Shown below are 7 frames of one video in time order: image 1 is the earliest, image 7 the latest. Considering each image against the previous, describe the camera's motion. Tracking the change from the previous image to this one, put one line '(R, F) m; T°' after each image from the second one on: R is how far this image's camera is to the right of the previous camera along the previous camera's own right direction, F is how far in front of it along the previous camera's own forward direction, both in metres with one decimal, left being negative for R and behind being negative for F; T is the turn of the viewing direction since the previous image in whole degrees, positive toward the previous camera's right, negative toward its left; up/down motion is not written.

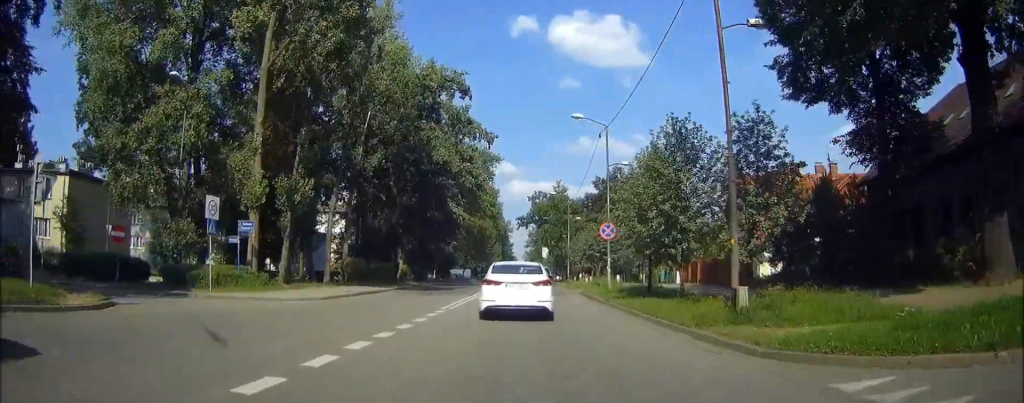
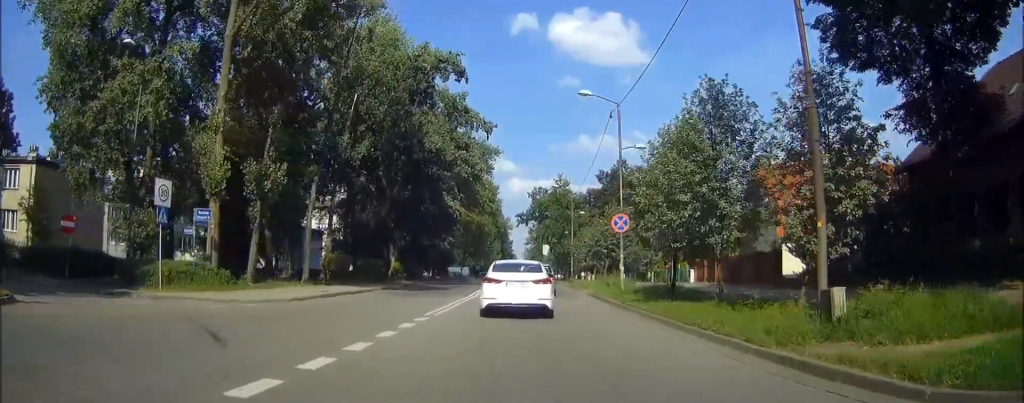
(+0.1, +4.2) m; 0°
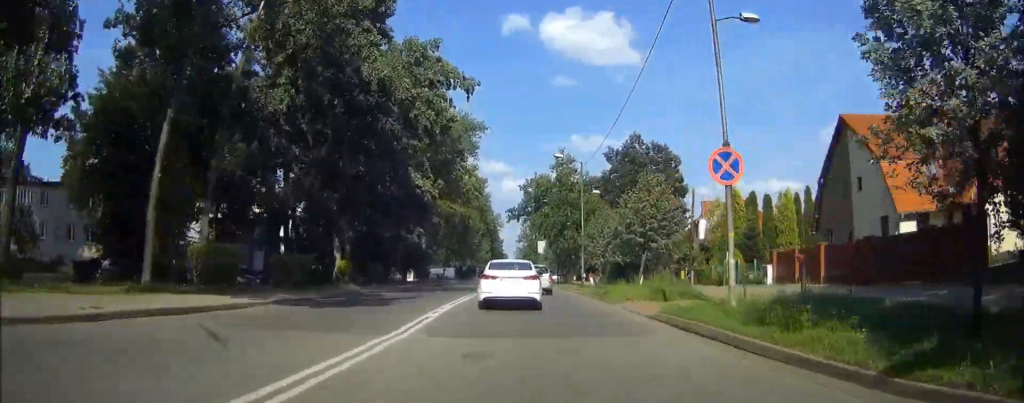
(+0.2, +16.5) m; +1°
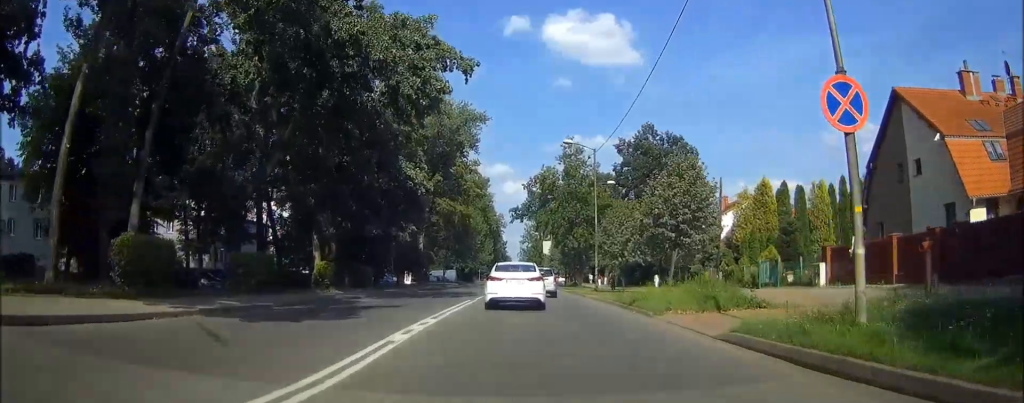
(+0.1, +5.9) m; 0°
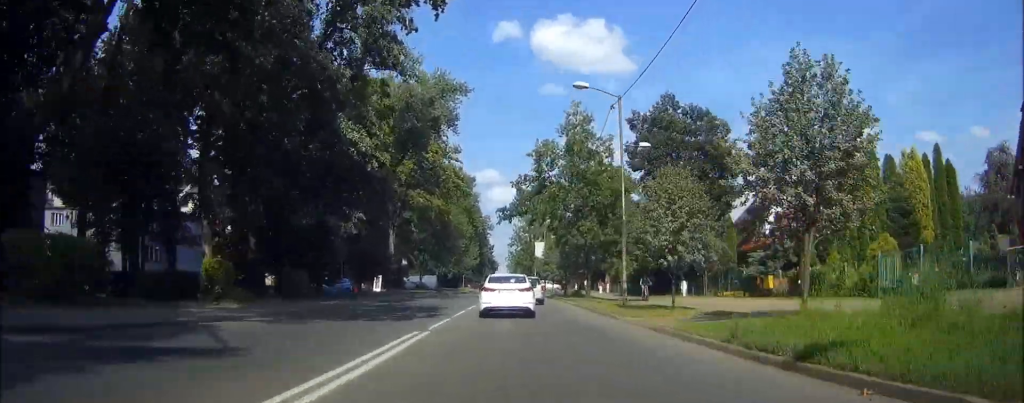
(0.0, +13.5) m; +1°
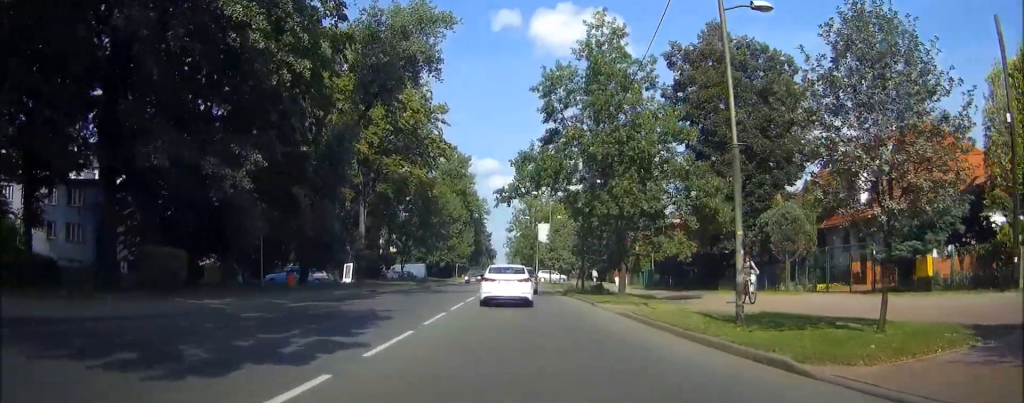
(+0.1, +13.8) m; 0°
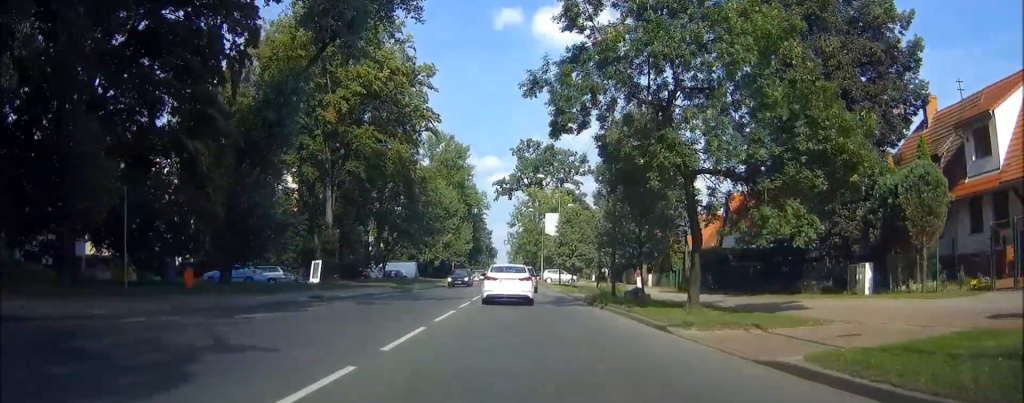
(0.0, +11.3) m; -1°
